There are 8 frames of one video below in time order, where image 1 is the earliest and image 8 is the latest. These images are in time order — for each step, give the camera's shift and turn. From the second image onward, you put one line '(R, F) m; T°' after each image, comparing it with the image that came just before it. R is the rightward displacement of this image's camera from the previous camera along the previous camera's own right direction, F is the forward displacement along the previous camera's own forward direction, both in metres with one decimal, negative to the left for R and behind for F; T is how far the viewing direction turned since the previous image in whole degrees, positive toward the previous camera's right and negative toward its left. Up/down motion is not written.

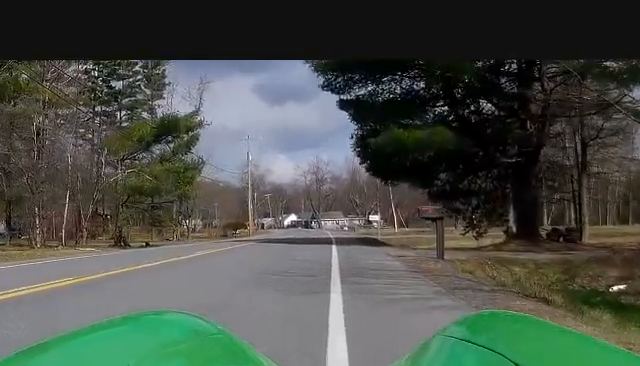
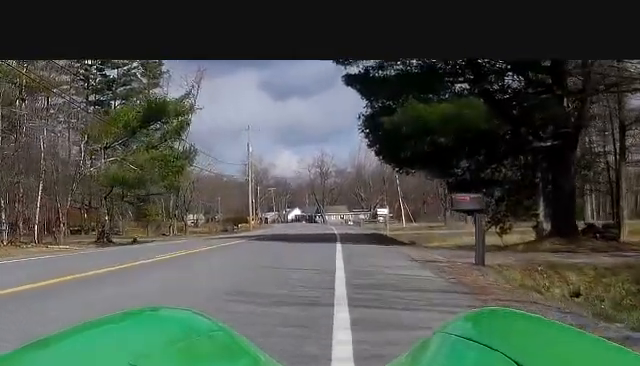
(0.0, +4.3) m; 0°
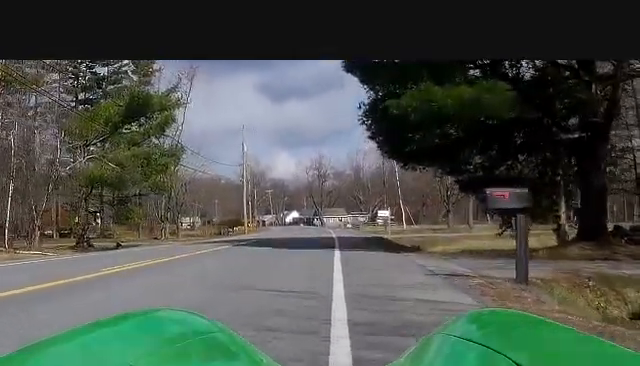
(0.0, +3.1) m; 0°
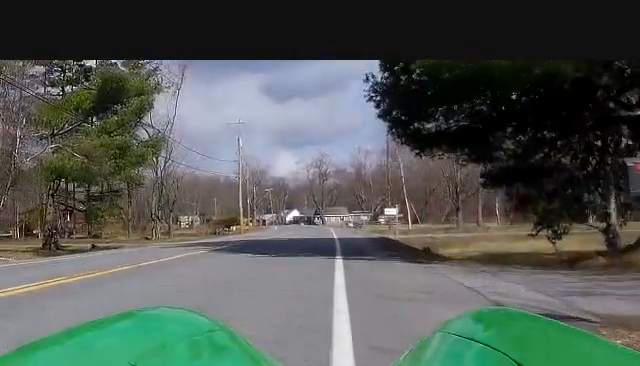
(0.0, +4.8) m; 0°
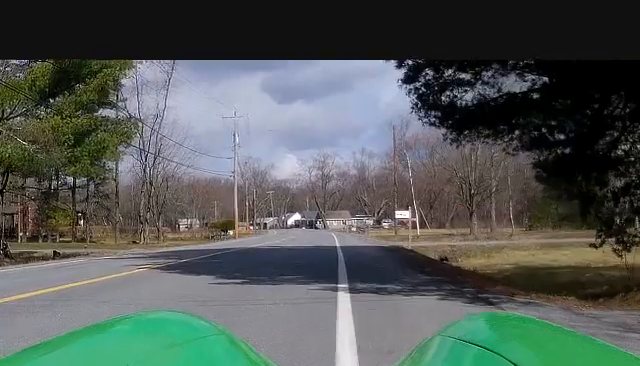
(0.0, +5.7) m; 0°
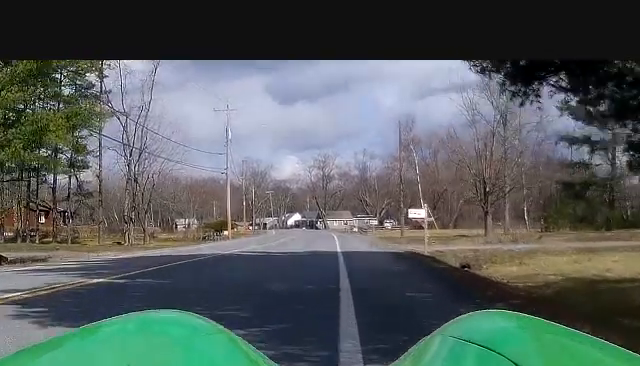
(0.0, +5.7) m; 0°
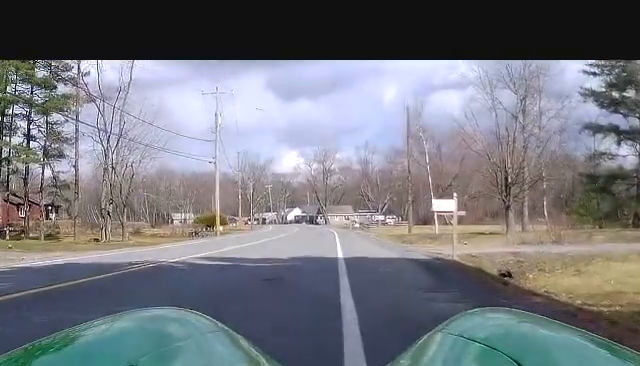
(0.0, +6.9) m; 0°
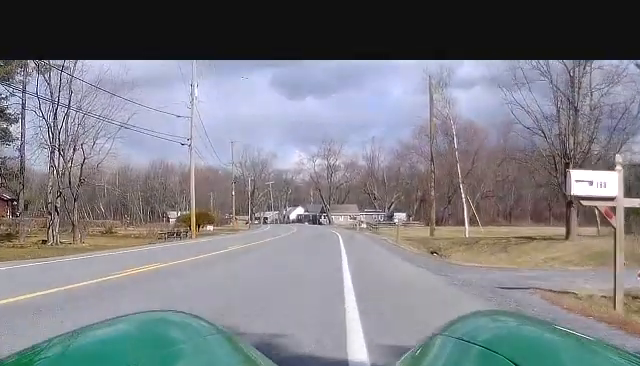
(-0.1, +11.9) m; -1°
